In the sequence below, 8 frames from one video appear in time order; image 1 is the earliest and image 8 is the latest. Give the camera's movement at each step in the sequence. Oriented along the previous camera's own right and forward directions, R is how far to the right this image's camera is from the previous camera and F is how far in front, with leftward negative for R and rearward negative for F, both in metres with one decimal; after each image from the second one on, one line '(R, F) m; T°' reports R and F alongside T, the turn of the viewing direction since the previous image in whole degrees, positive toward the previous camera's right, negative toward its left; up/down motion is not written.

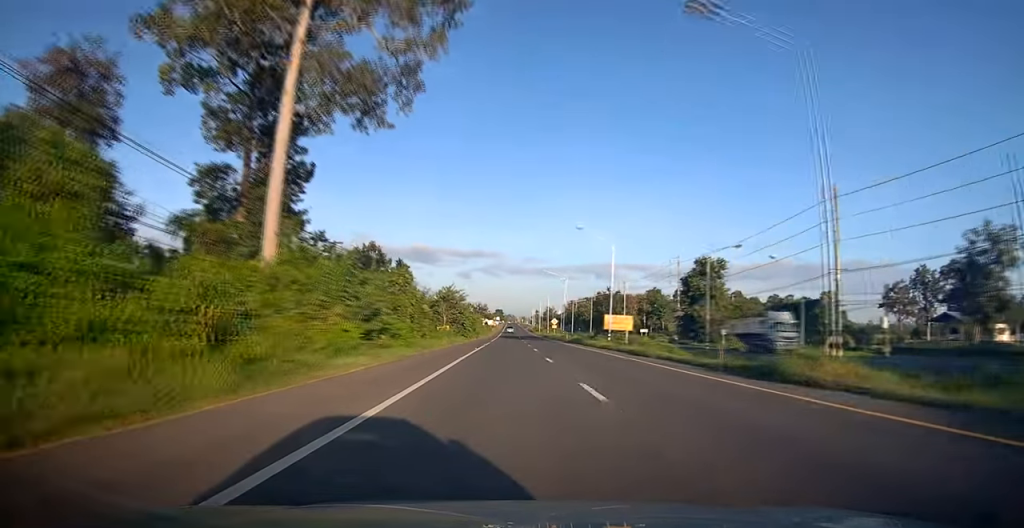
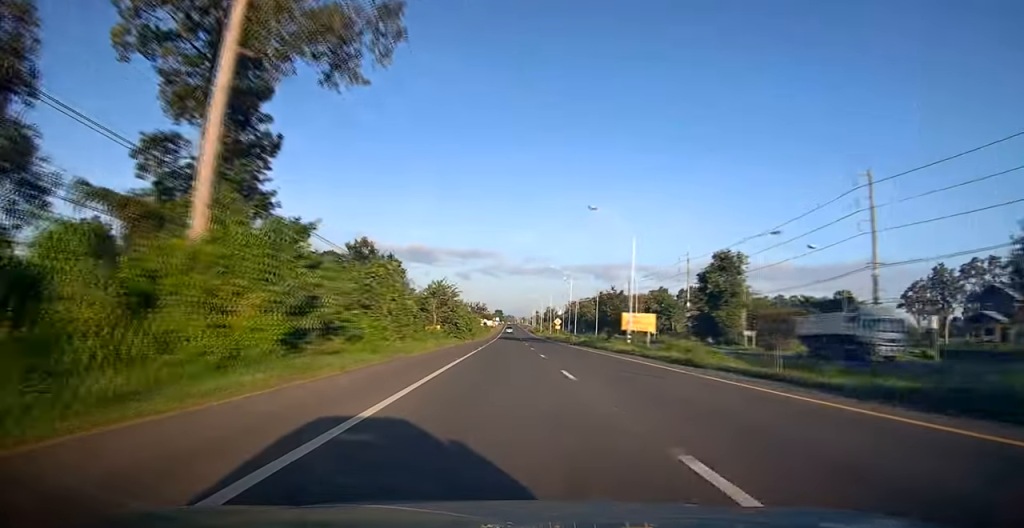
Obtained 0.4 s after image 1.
(+0.1, +7.7) m; 0°
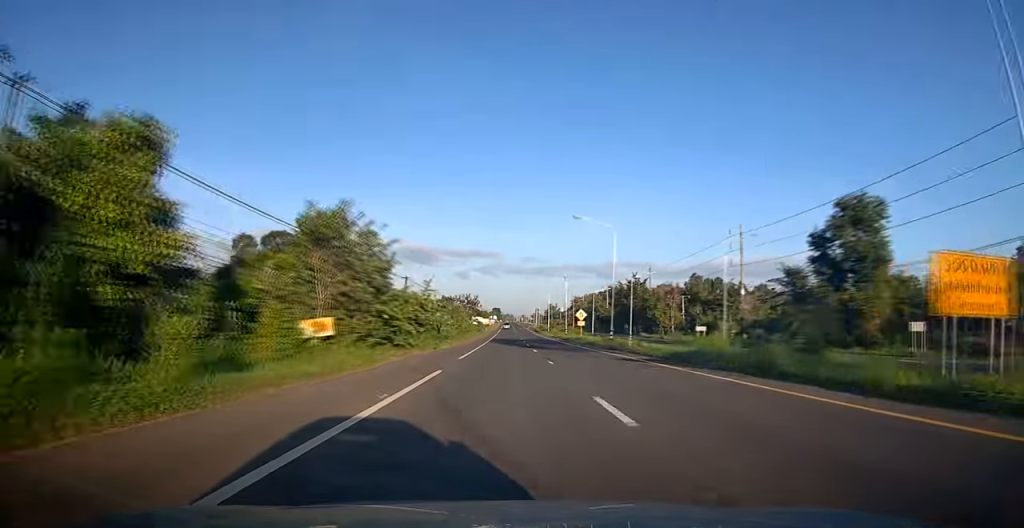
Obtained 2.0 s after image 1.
(-0.4, +31.3) m; -1°
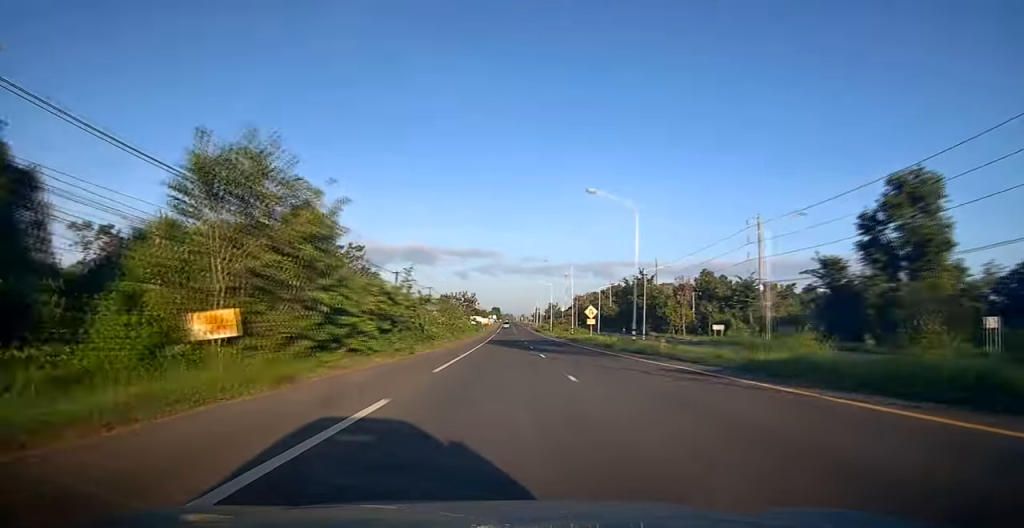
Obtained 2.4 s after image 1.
(-0.1, +7.6) m; 0°
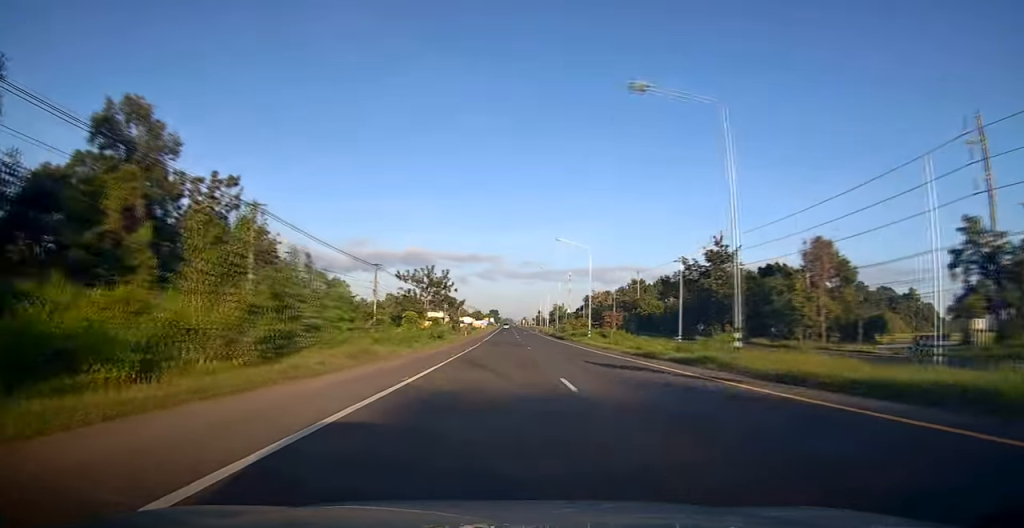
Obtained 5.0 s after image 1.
(+1.0, +48.7) m; +1°
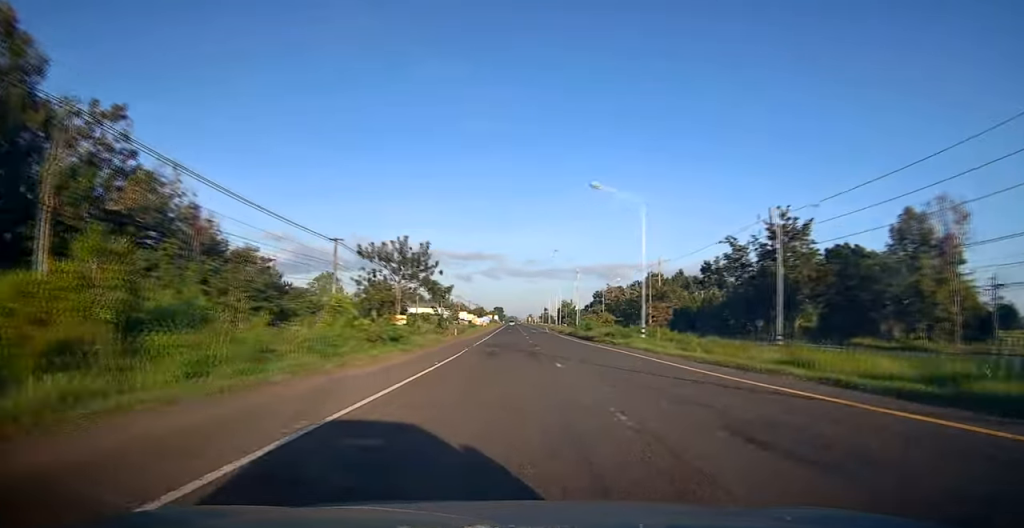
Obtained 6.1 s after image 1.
(0.0, +19.2) m; 0°
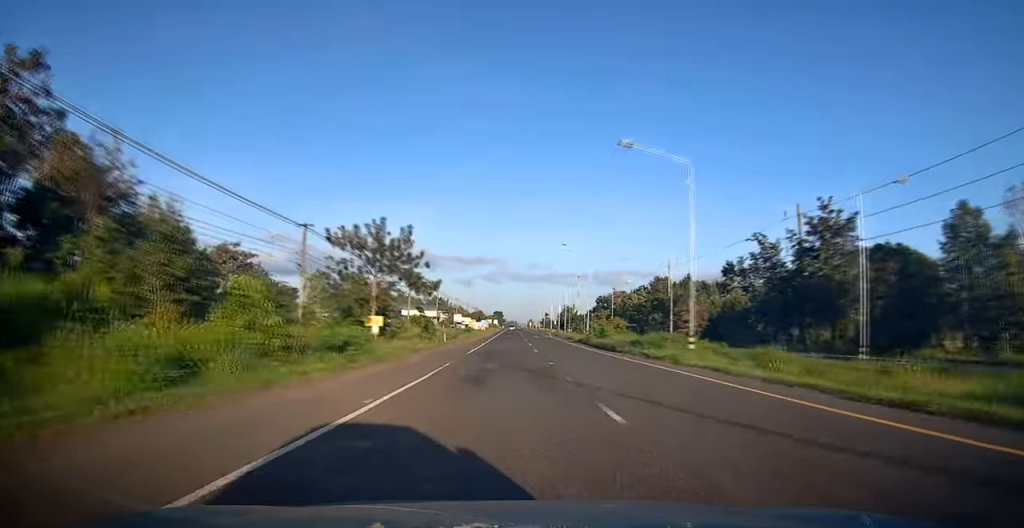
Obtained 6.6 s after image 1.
(0.0, +8.8) m; 0°
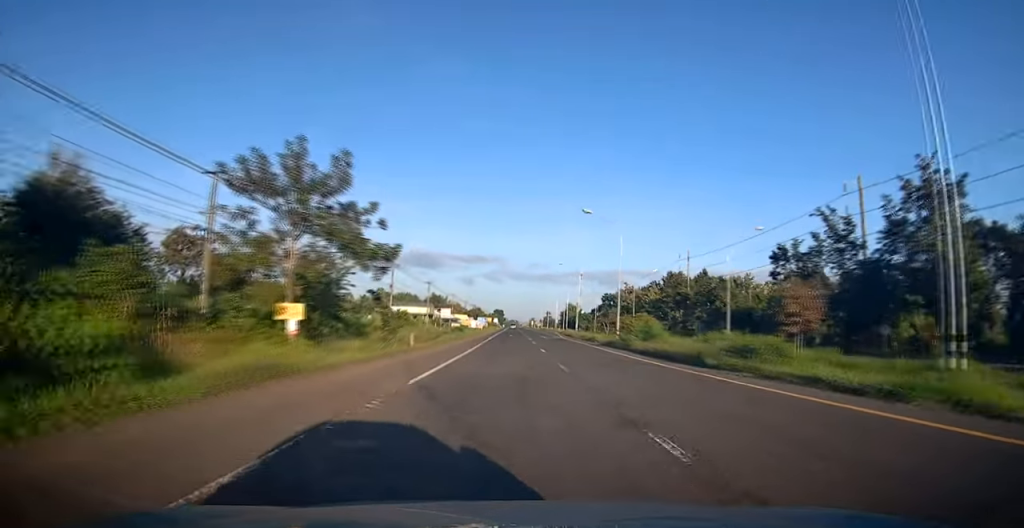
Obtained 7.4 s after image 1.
(-0.1, +15.4) m; 0°
